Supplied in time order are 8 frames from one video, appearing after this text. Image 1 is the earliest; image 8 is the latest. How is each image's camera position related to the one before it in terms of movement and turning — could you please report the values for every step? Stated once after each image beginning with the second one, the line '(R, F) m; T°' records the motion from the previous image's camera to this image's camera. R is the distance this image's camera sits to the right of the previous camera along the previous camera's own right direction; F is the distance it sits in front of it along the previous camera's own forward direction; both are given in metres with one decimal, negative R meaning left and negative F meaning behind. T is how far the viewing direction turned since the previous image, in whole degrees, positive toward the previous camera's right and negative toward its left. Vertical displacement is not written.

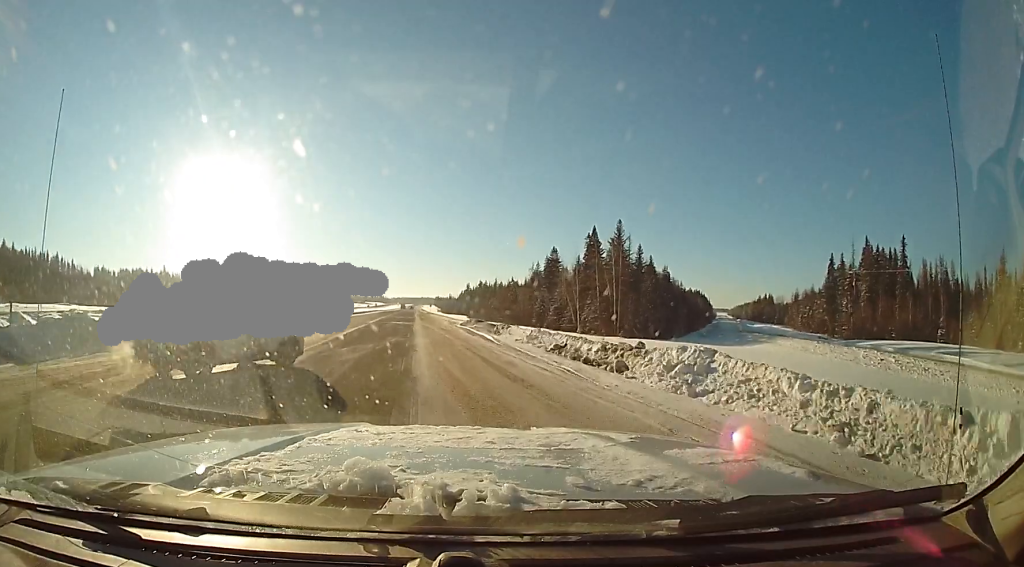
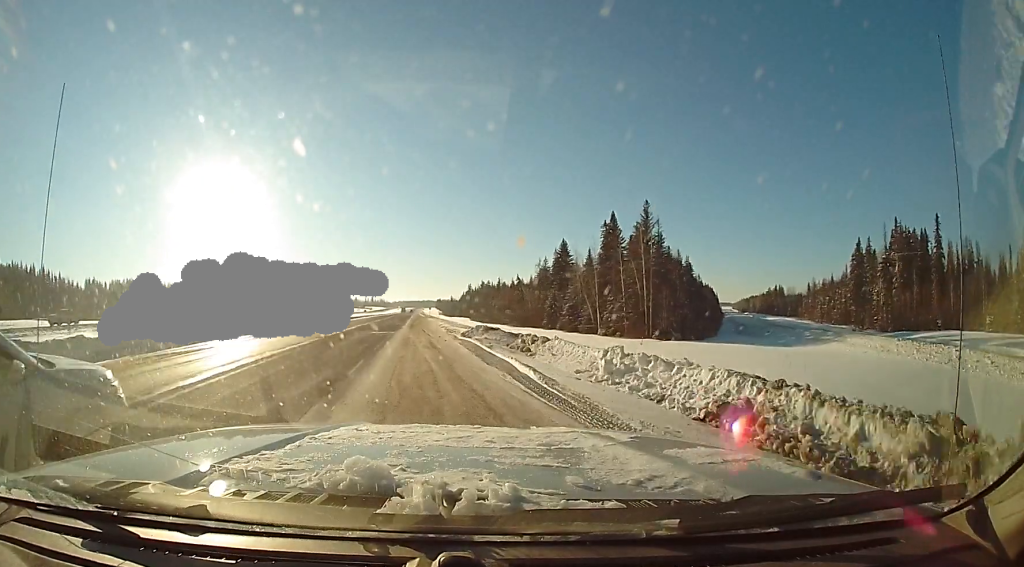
(0.0, +12.9) m; 0°
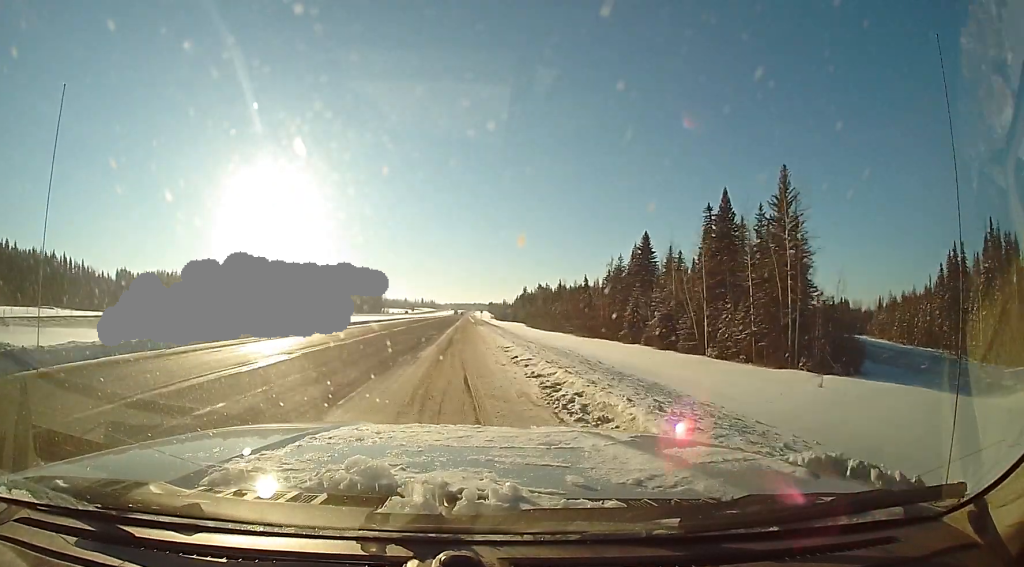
(-0.2, +21.4) m; -2°
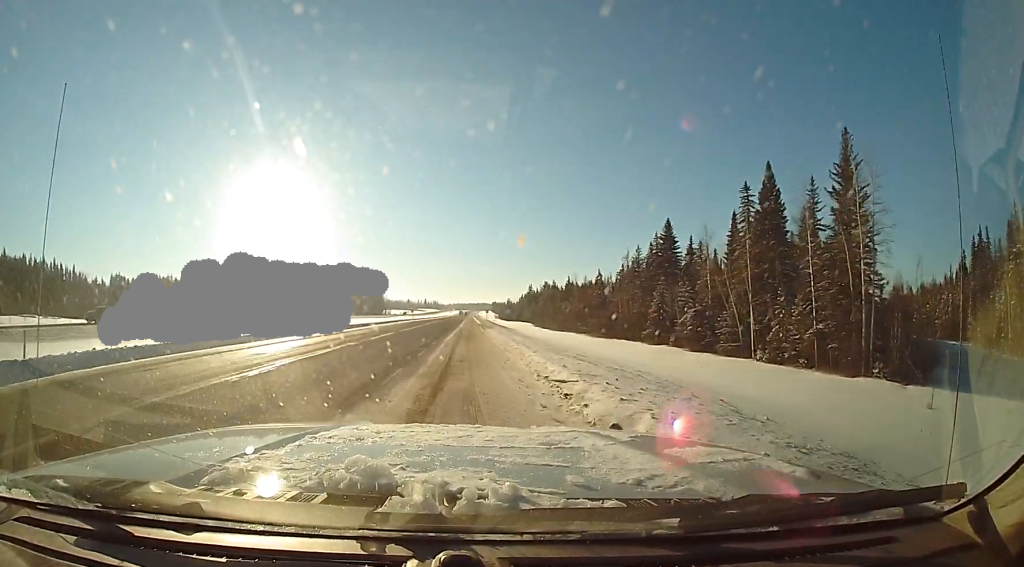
(-0.2, +9.6) m; -1°
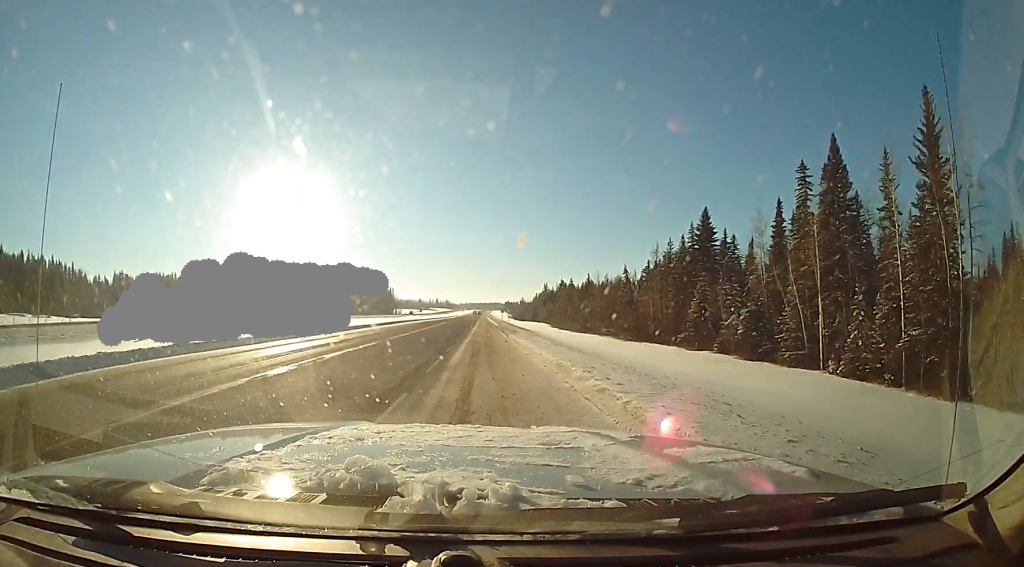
(-0.1, +9.6) m; -1°
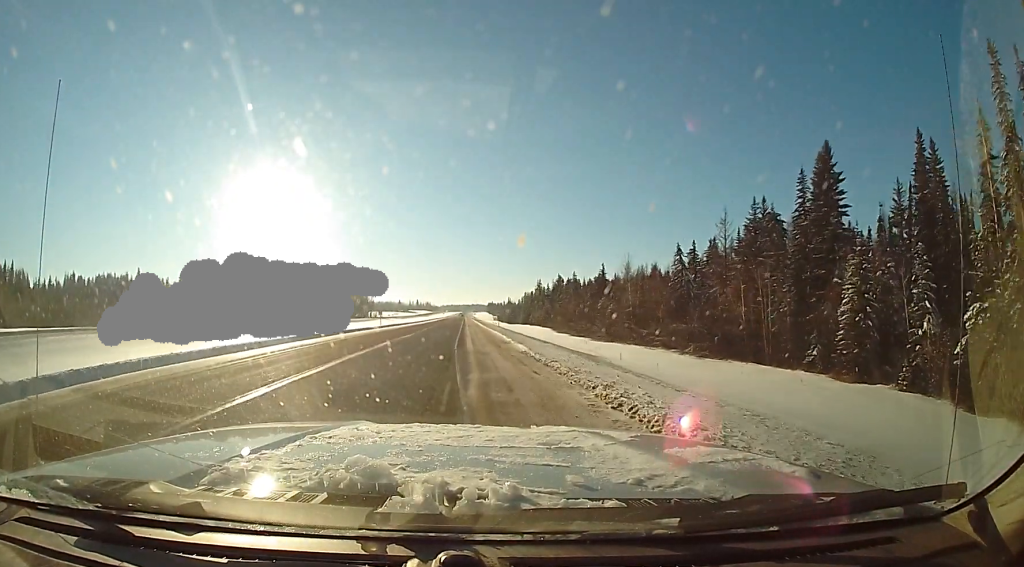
(-0.7, +32.8) m; -1°
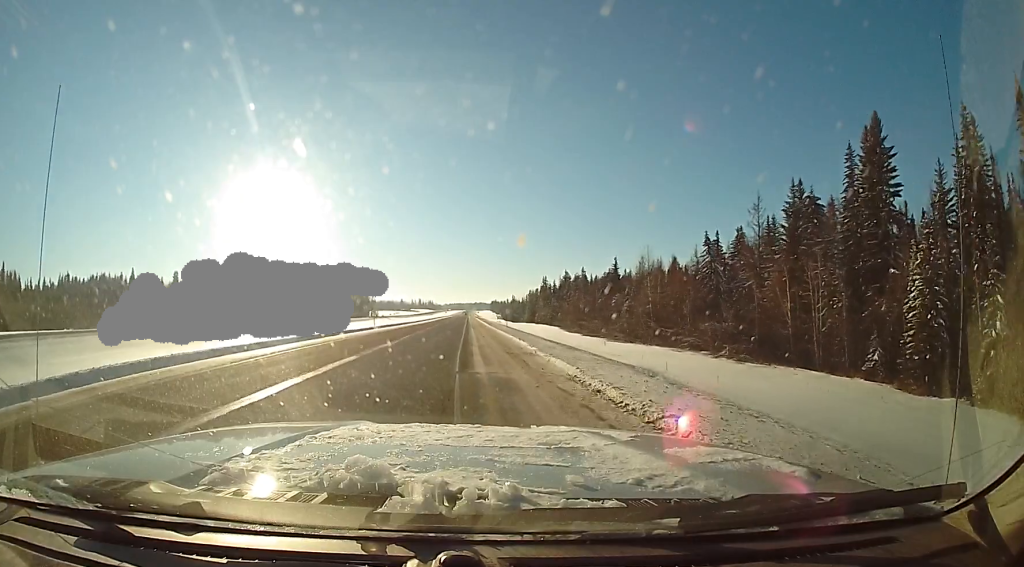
(+0.2, +7.9) m; 0°
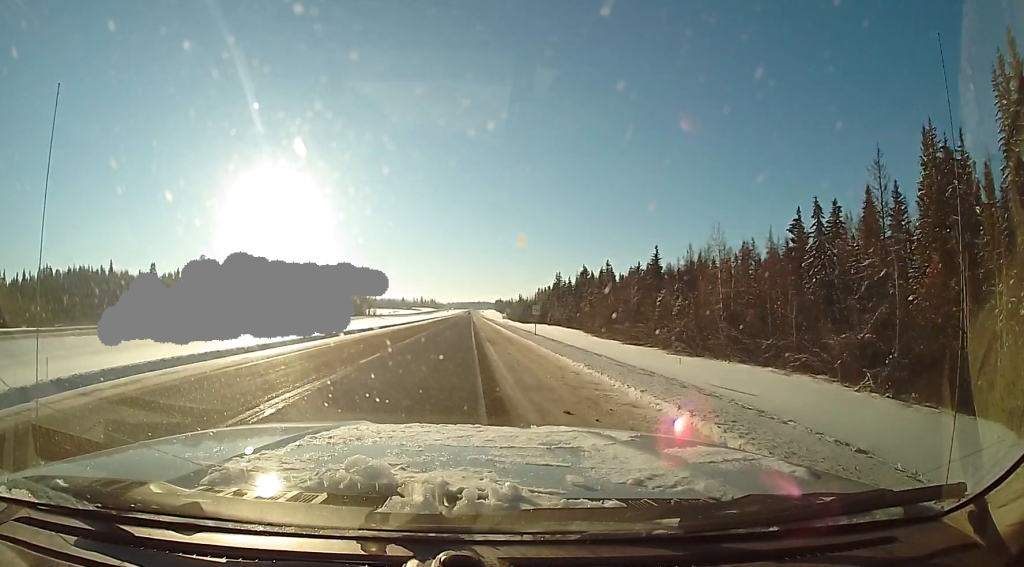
(+0.1, +21.7) m; 0°
